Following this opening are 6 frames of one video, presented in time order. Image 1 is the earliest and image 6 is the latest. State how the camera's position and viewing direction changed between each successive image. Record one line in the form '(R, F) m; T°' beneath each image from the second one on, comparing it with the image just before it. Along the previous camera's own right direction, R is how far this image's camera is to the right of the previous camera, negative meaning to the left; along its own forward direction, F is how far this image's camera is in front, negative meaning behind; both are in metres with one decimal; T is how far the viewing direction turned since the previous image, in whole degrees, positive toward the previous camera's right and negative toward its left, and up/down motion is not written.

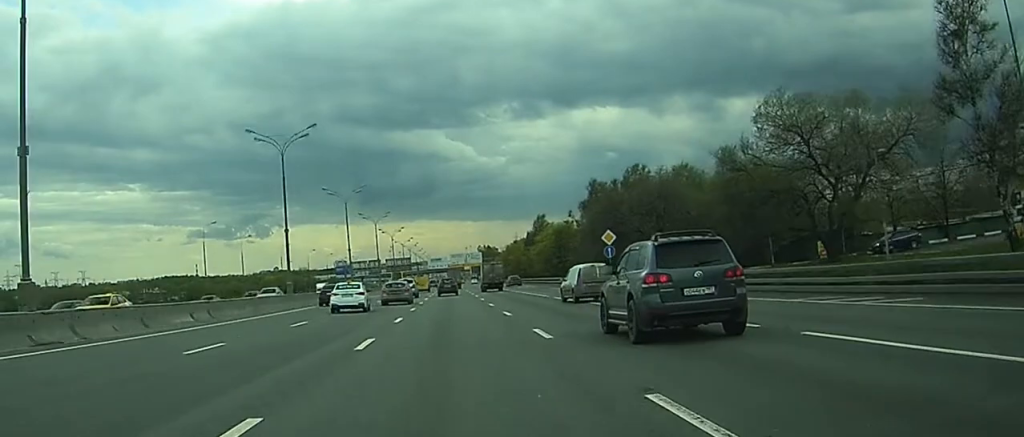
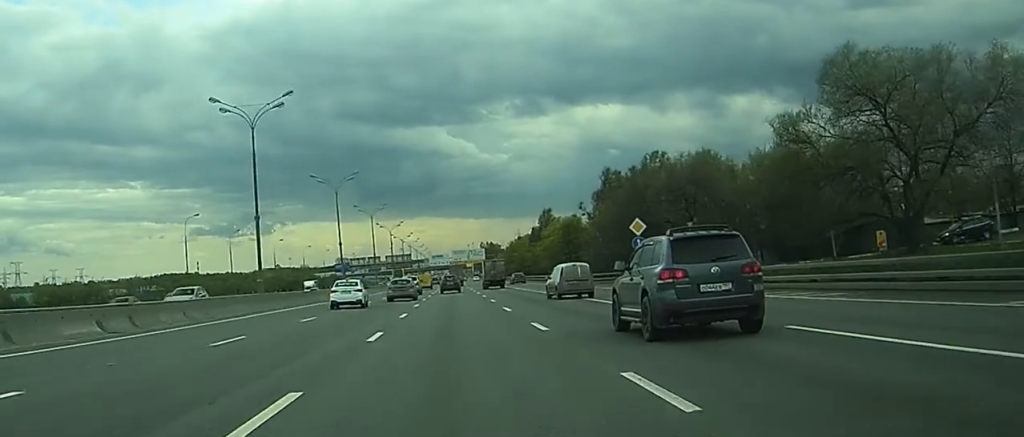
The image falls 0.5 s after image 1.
(-0.3, +9.3) m; 0°
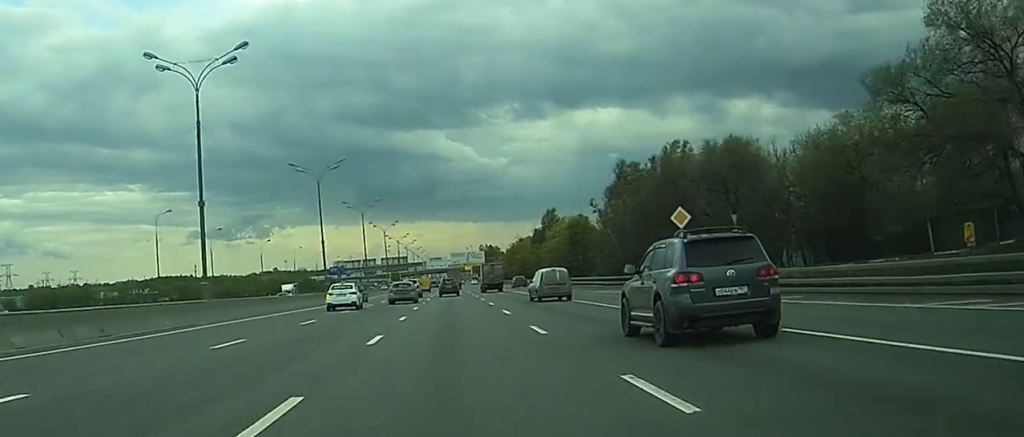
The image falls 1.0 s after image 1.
(+0.2, +10.8) m; +2°
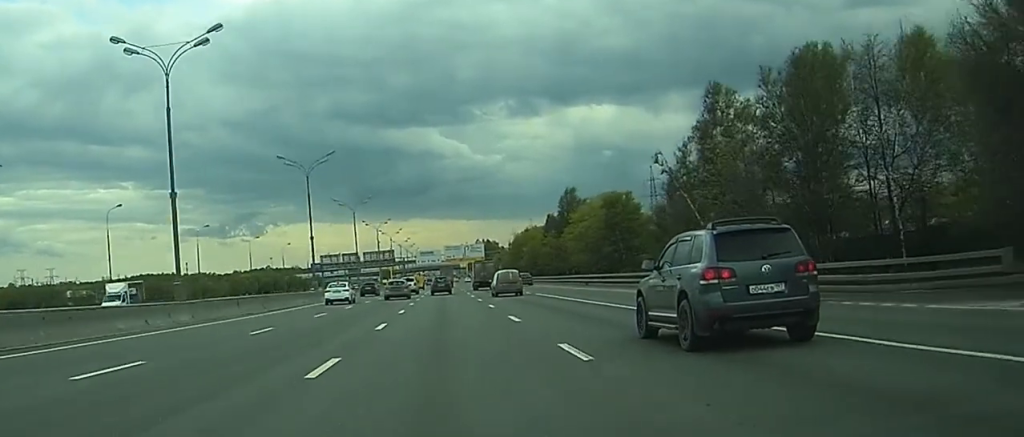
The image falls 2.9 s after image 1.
(+2.2, +40.5) m; +3°
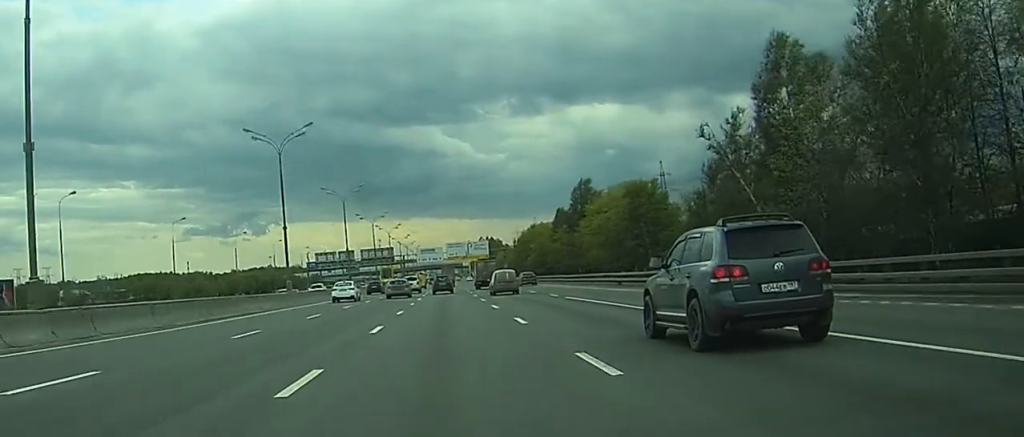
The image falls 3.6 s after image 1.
(-0.2, +13.6) m; -1°
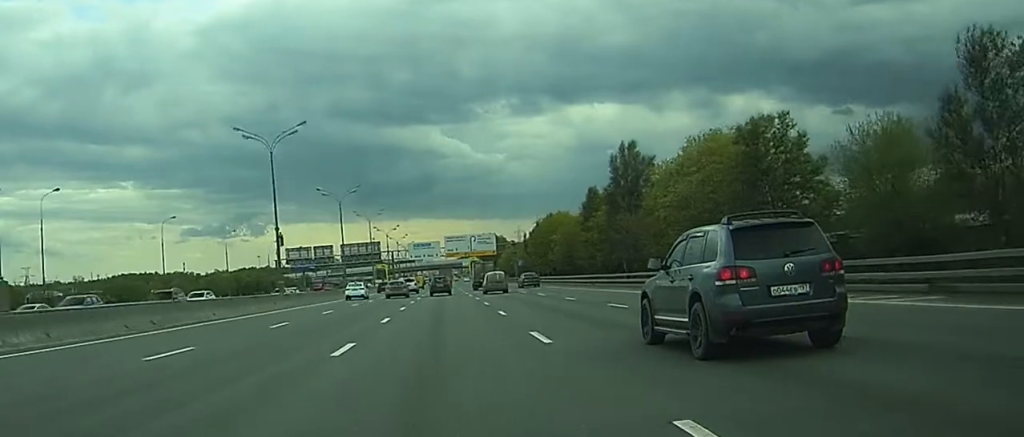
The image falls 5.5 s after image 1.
(-1.0, +40.6) m; -1°
